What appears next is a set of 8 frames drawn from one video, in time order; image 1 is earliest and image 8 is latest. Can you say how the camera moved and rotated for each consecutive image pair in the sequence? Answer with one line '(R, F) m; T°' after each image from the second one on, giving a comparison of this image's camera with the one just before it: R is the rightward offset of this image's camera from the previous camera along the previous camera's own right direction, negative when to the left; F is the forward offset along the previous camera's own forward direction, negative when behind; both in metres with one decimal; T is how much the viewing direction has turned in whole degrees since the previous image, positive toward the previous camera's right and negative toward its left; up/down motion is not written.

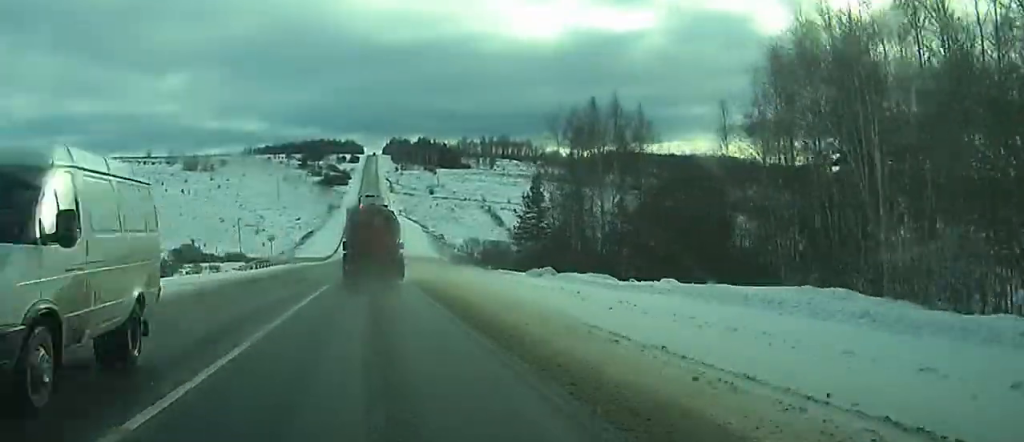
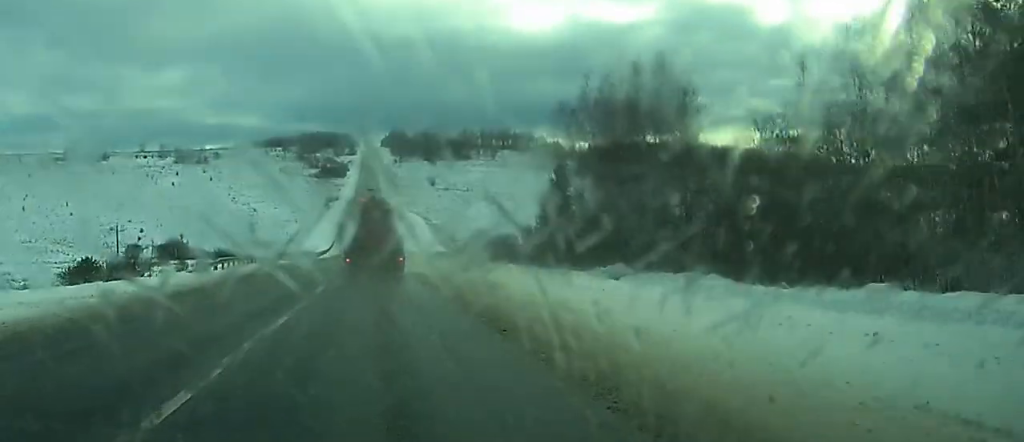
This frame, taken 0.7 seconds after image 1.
(0.0, +14.9) m; 0°
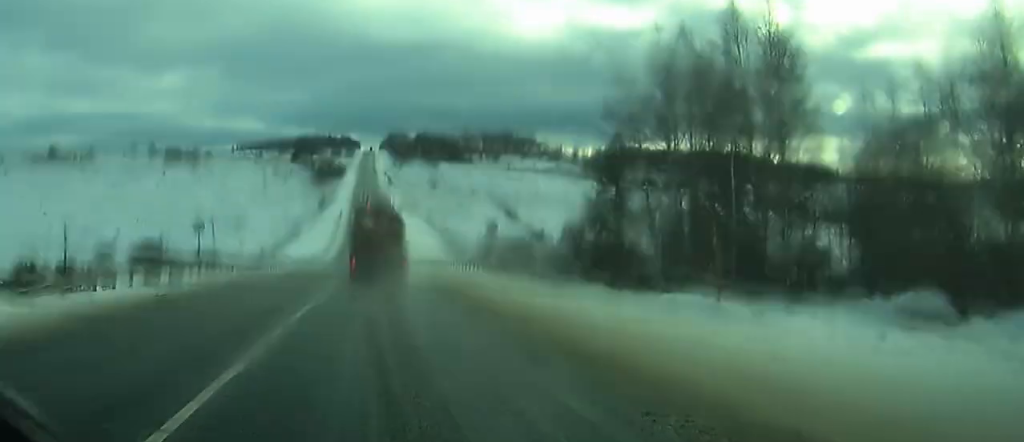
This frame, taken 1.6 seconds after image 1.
(0.0, +21.1) m; 0°
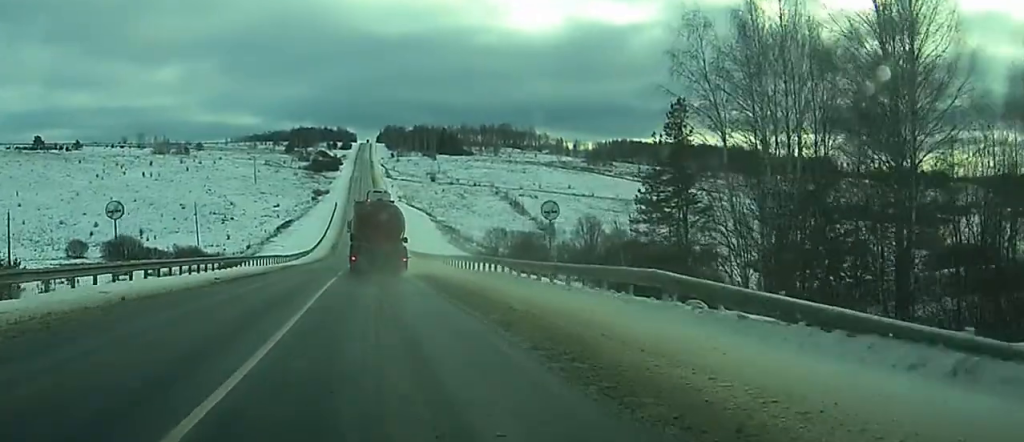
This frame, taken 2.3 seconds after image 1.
(0.0, +16.1) m; 0°
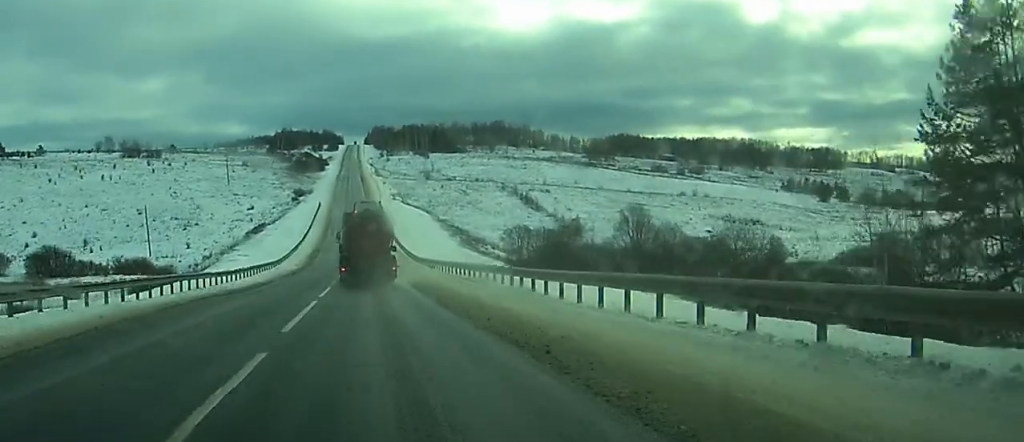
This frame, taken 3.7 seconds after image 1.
(0.0, +34.0) m; 0°
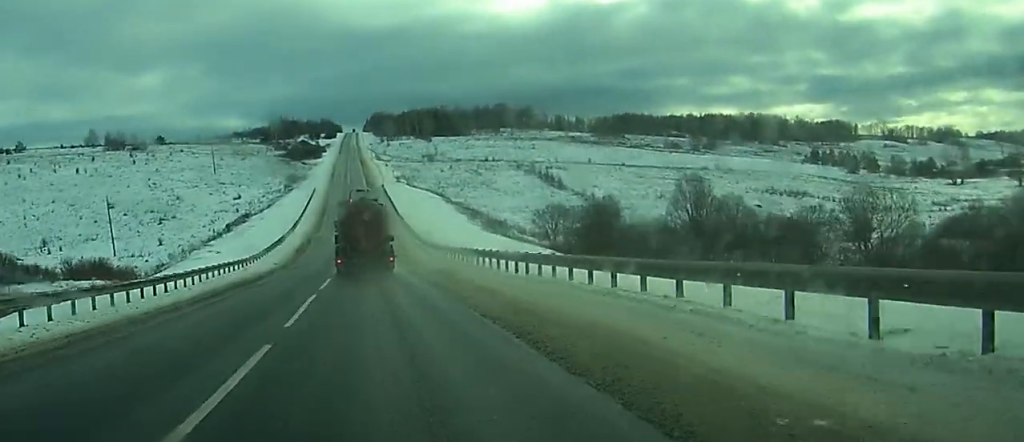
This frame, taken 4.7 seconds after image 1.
(0.0, +22.9) m; 0°
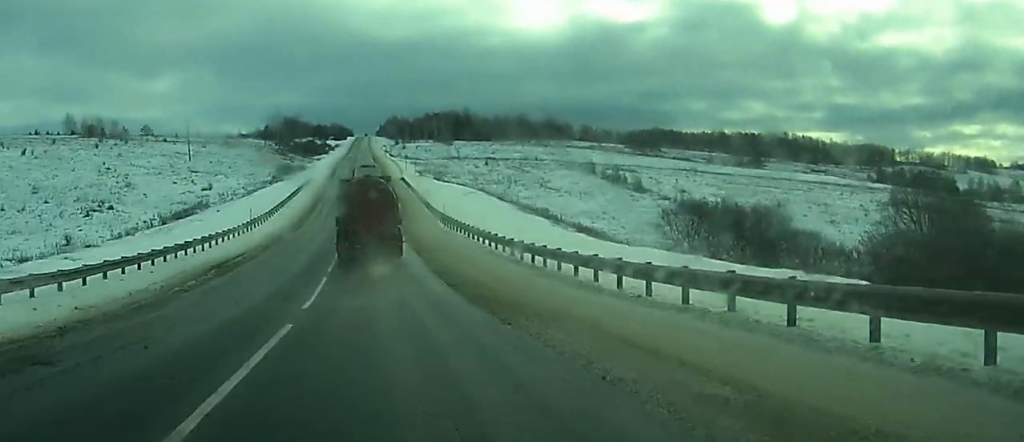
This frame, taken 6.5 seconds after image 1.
(-0.2, +45.2) m; -1°
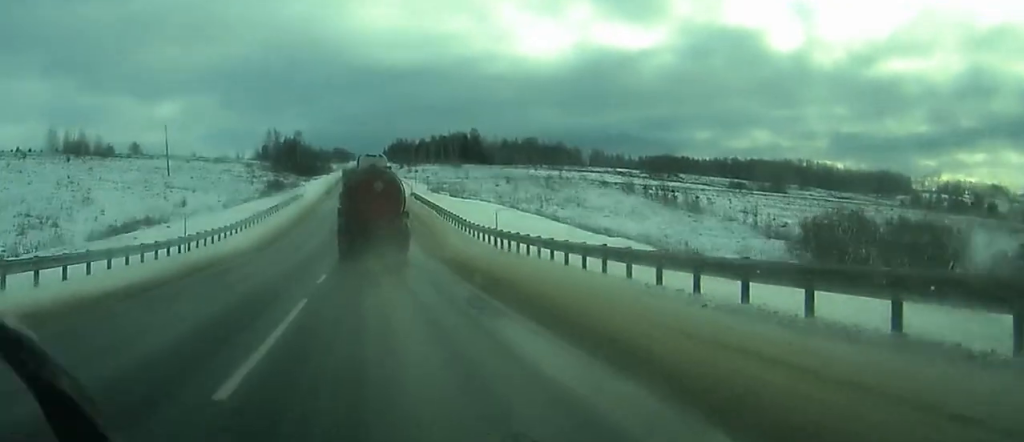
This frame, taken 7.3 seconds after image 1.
(0.0, +21.9) m; 0°
